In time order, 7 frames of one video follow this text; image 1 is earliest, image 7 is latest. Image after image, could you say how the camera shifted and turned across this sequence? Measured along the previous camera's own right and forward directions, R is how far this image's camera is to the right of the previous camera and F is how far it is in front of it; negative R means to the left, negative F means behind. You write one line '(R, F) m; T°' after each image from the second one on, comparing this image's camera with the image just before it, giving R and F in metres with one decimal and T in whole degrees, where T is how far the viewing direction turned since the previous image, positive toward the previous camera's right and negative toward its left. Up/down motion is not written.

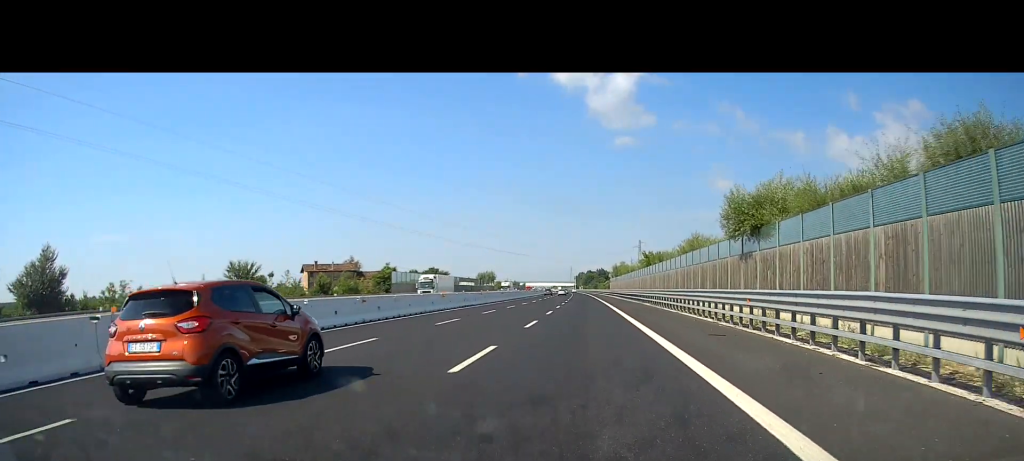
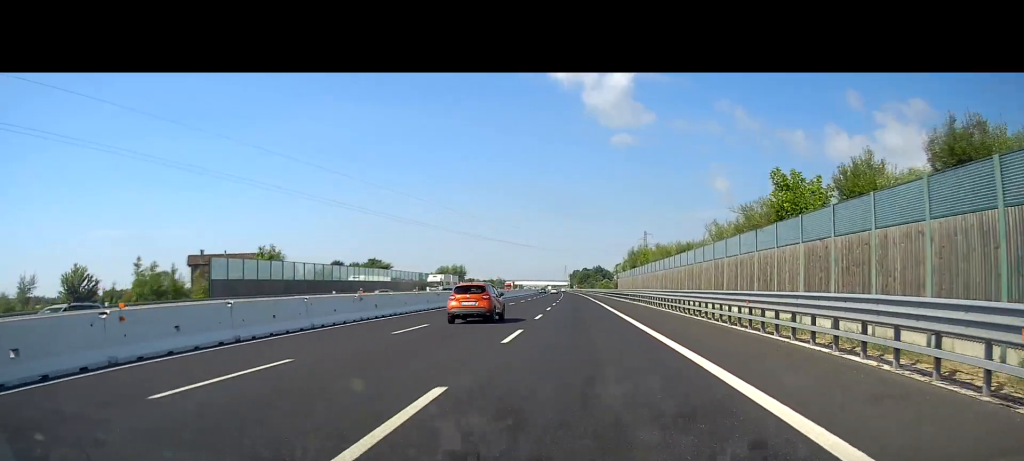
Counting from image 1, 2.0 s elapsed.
(0.0, +53.8) m; 0°
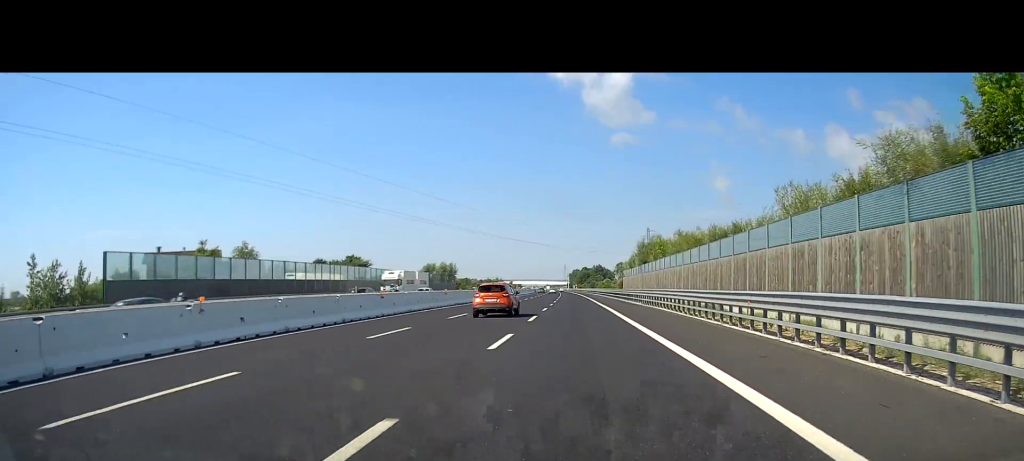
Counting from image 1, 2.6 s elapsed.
(0.0, +14.1) m; 0°
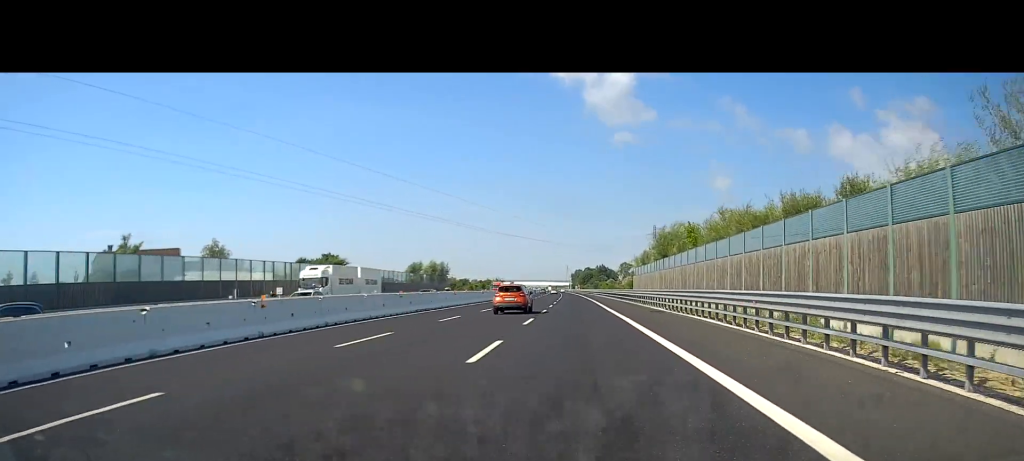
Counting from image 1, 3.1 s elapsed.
(0.0, +14.1) m; 0°
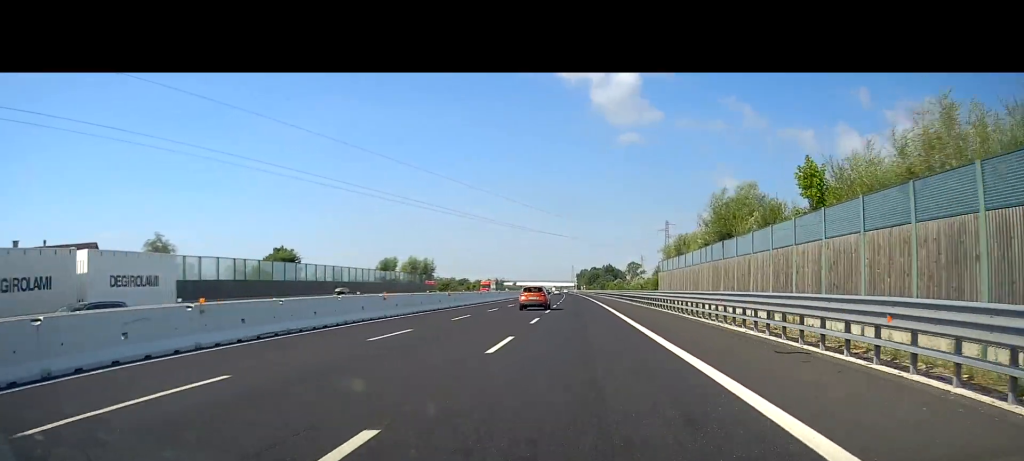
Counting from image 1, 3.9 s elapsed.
(-0.1, +22.0) m; 0°
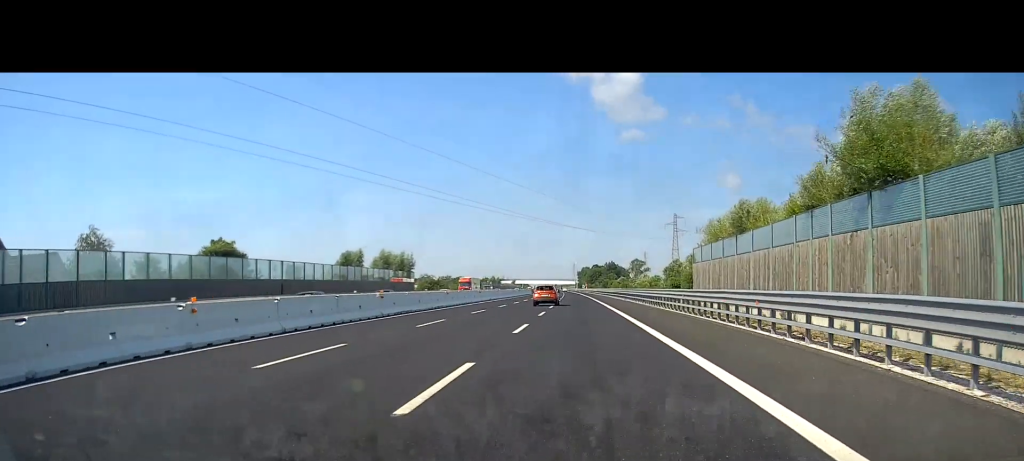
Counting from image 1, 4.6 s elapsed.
(0.0, +18.4) m; 0°
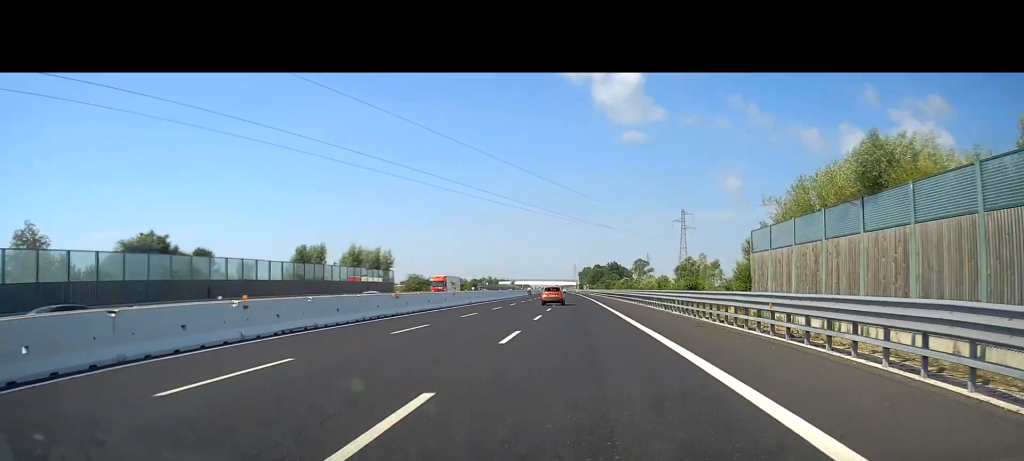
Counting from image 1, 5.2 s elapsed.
(+0.1, +14.9) m; 0°
